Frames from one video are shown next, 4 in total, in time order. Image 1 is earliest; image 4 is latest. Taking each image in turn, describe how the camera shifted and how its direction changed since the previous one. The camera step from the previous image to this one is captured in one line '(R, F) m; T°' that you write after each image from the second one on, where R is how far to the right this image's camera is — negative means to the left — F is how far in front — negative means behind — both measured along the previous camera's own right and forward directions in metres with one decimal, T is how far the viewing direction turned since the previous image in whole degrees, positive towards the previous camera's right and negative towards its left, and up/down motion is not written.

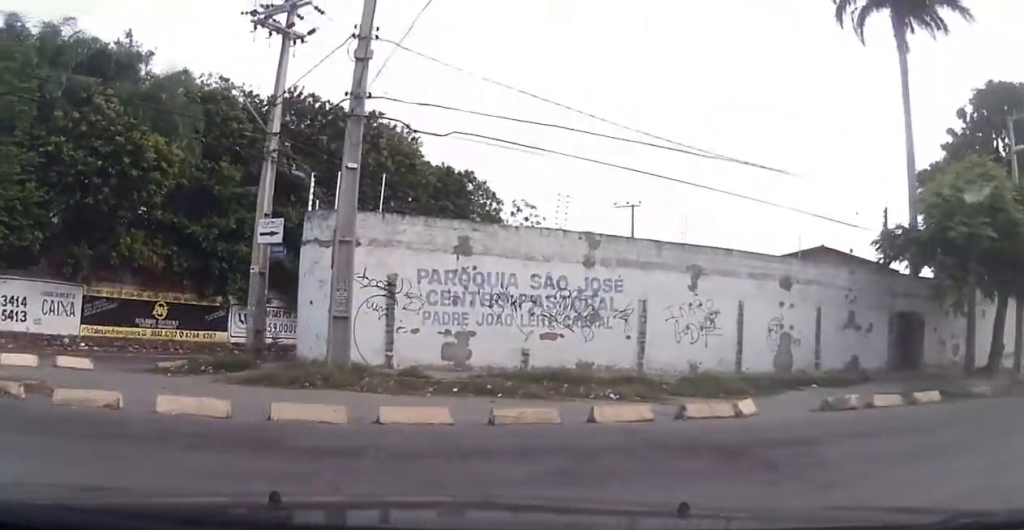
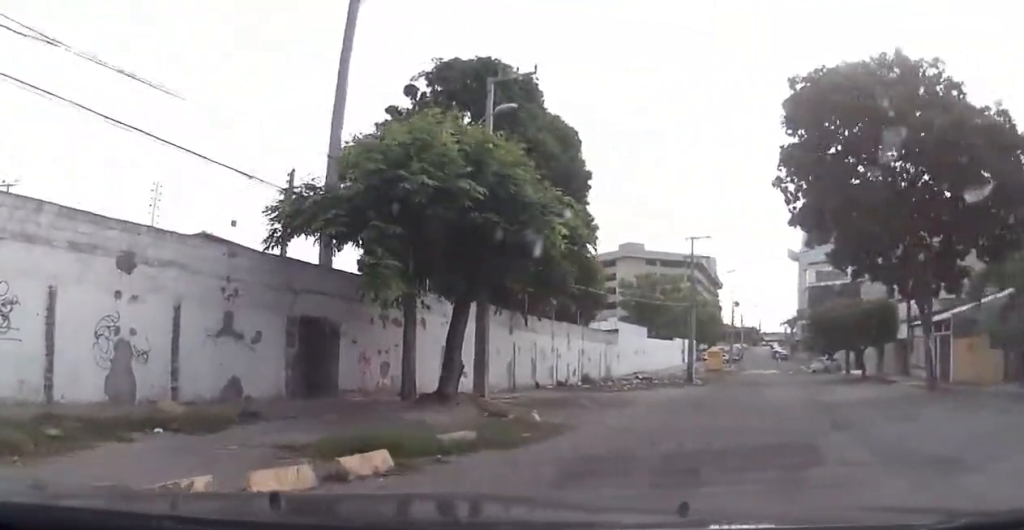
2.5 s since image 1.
(+3.3, +6.8) m; +53°
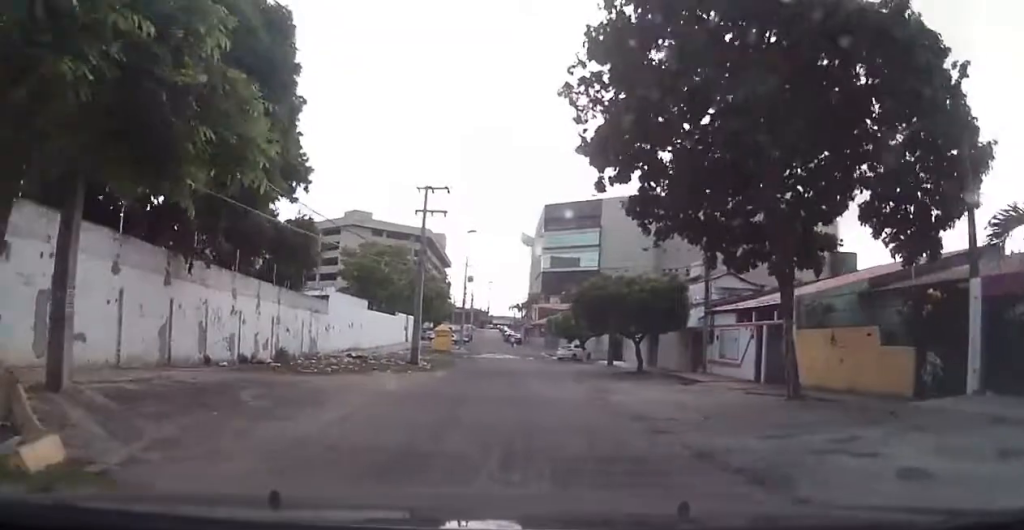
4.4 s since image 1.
(+1.7, +9.1) m; +10°
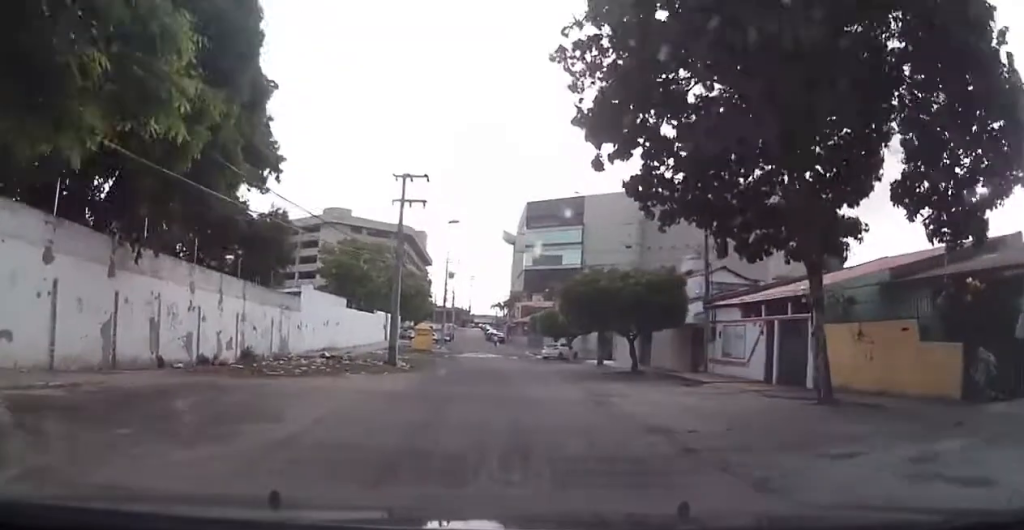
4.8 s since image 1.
(-0.2, +2.6) m; +2°
